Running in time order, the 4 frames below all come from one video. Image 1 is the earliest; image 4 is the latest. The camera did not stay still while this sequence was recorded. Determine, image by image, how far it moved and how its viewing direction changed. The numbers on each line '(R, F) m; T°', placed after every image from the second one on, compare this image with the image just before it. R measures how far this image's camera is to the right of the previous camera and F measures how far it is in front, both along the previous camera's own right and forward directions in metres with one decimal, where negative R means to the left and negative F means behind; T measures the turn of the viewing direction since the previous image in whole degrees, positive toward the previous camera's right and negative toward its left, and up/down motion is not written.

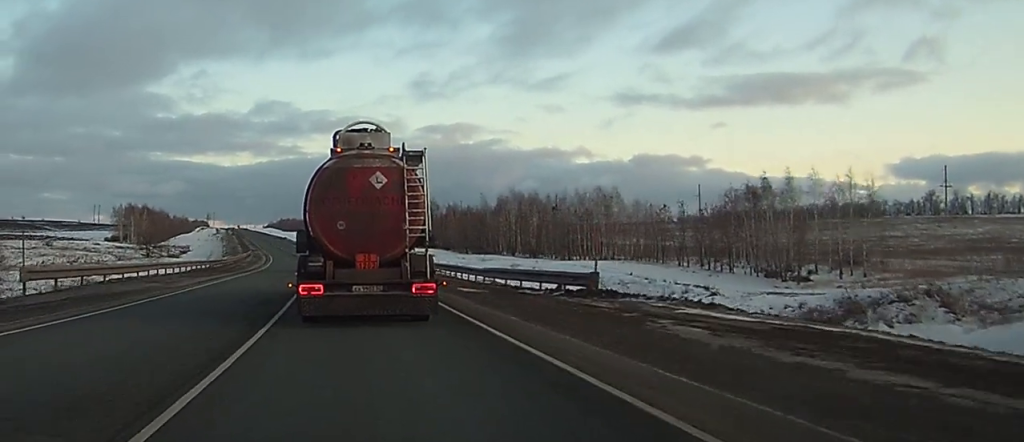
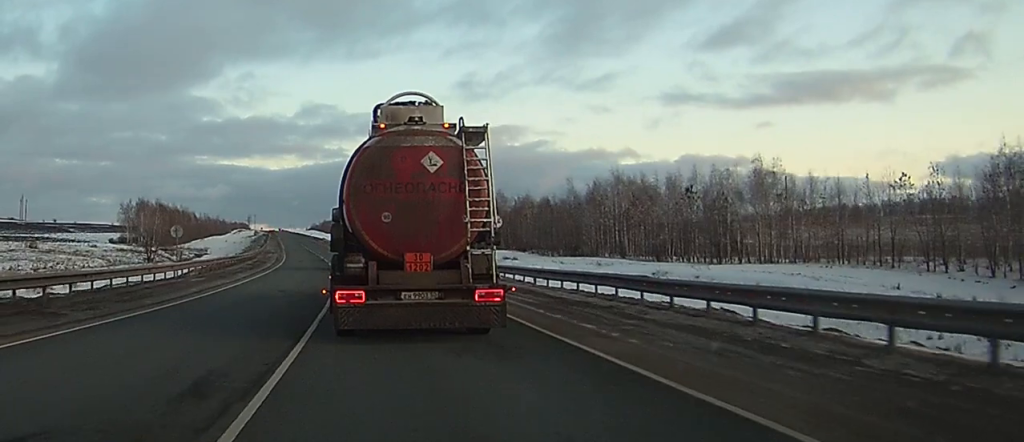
(+3.3, +37.5) m; -7°
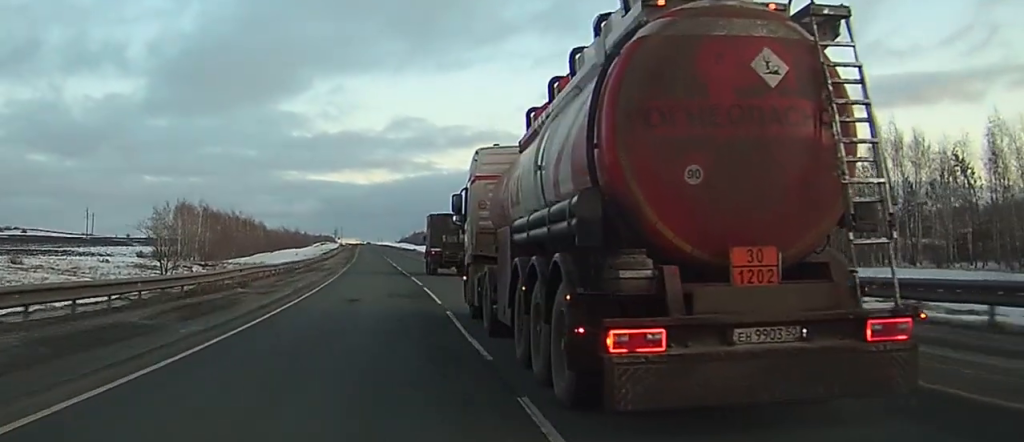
(-3.5, +55.7) m; -1°
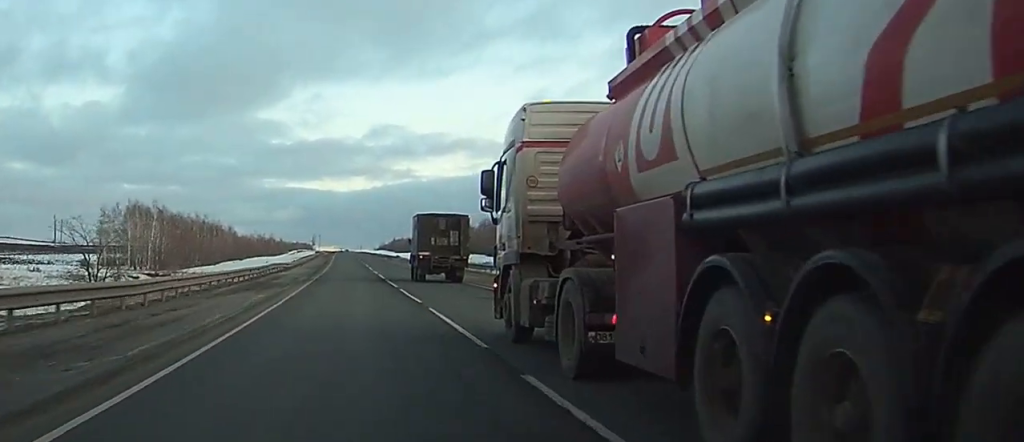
(-0.3, +21.8) m; -1°
